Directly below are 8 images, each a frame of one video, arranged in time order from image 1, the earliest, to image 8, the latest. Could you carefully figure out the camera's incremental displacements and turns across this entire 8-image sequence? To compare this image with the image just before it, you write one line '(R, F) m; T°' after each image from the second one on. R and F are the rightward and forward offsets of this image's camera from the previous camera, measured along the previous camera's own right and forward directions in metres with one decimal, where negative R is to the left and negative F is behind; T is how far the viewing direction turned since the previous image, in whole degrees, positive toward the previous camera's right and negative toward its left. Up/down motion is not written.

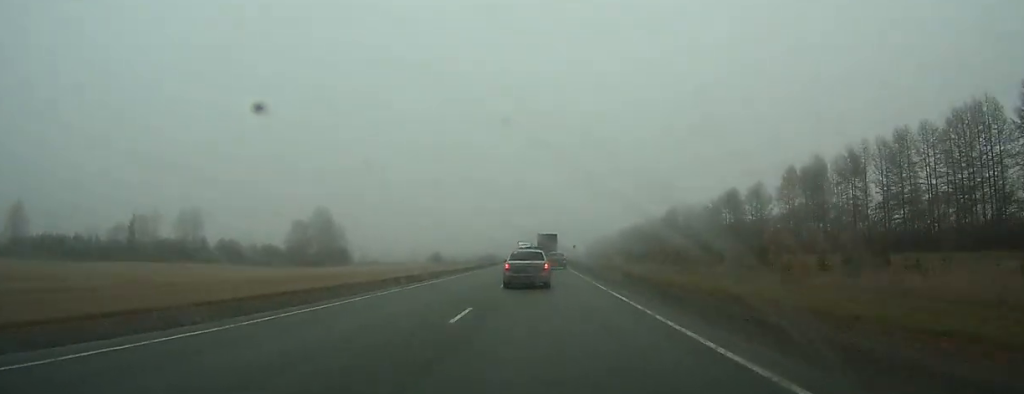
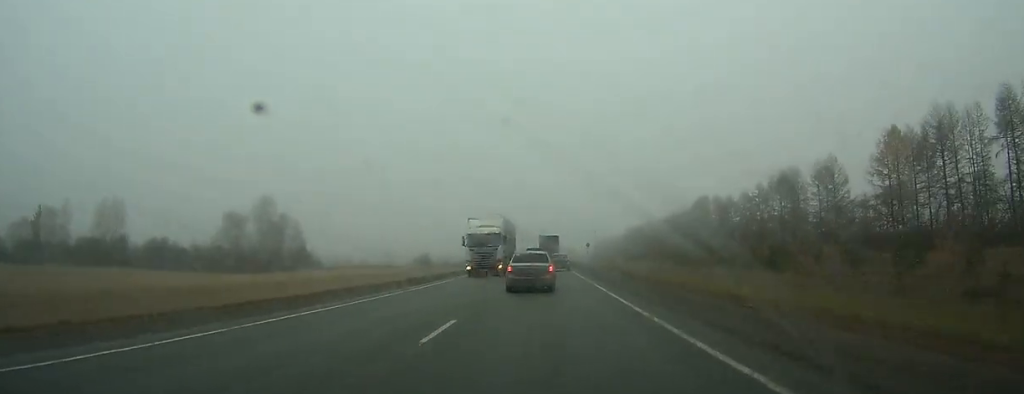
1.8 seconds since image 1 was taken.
(0.0, +38.5) m; 0°
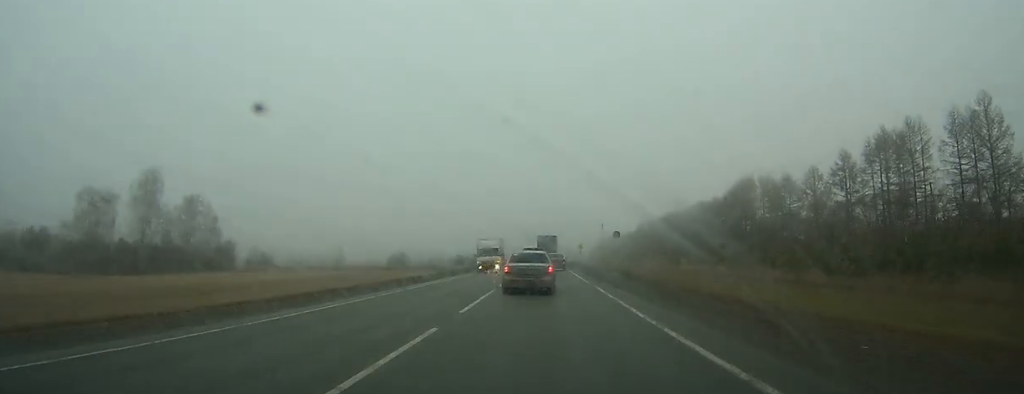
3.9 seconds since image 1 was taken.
(-0.1, +43.6) m; 0°
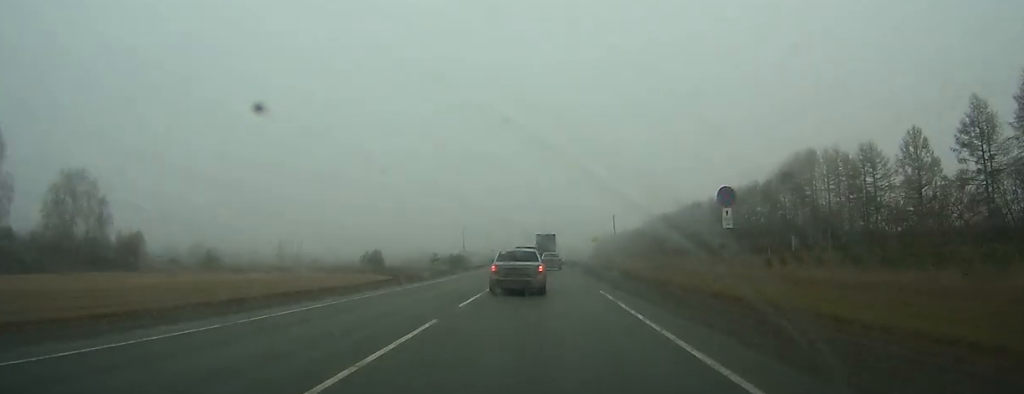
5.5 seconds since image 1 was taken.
(+0.1, +34.5) m; 0°
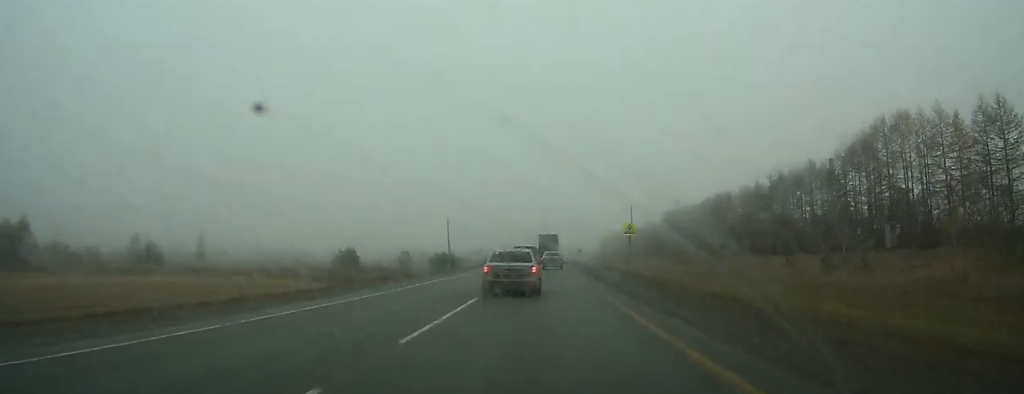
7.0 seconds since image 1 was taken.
(0.0, +29.8) m; 0°
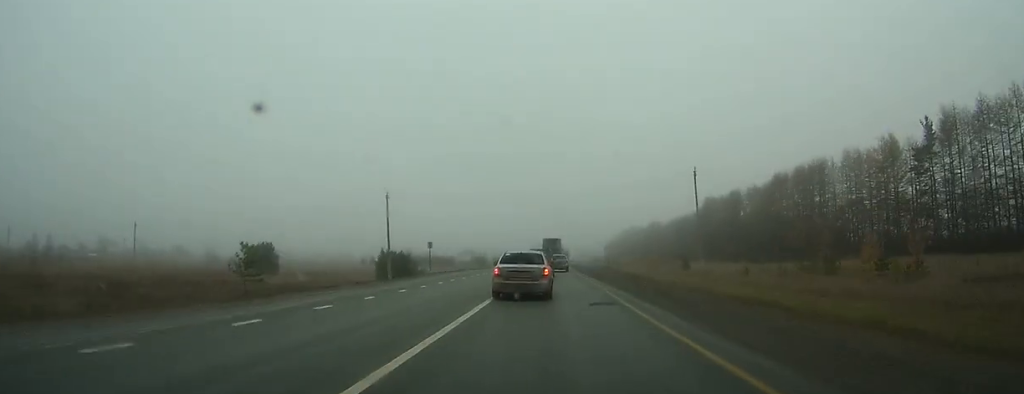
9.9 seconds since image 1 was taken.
(-0.1, +56.7) m; 0°
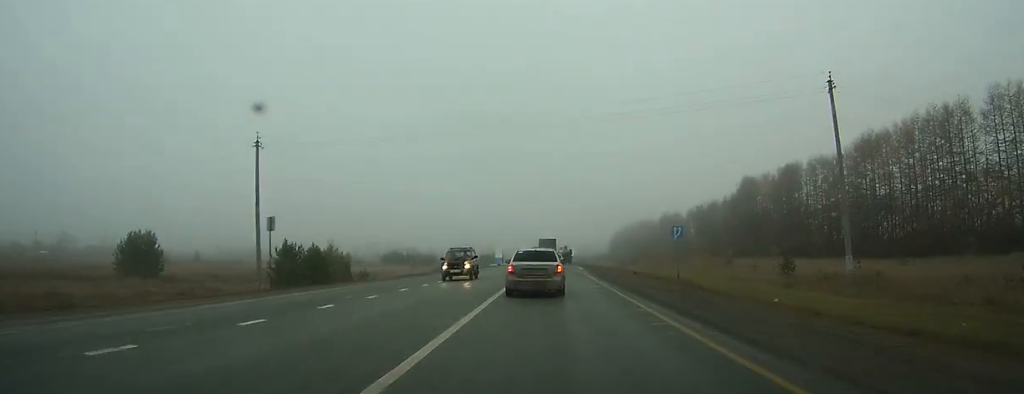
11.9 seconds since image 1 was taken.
(-0.1, +41.4) m; 0°
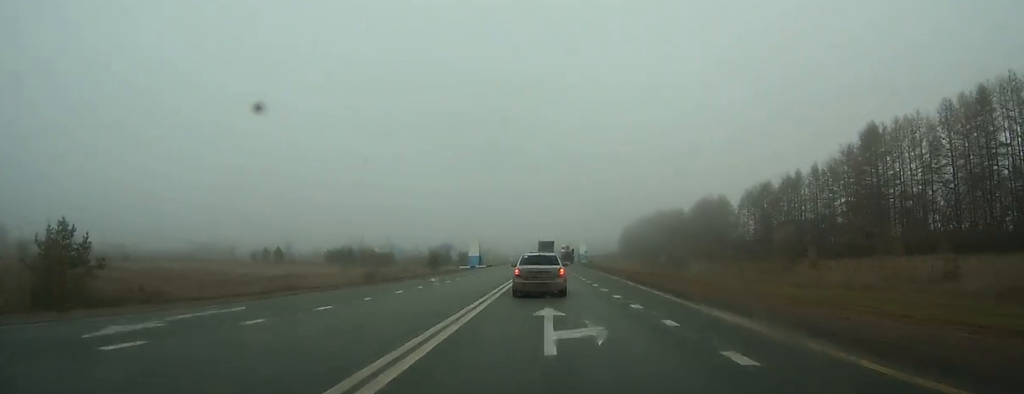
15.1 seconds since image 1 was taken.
(0.0, +71.1) m; 0°
